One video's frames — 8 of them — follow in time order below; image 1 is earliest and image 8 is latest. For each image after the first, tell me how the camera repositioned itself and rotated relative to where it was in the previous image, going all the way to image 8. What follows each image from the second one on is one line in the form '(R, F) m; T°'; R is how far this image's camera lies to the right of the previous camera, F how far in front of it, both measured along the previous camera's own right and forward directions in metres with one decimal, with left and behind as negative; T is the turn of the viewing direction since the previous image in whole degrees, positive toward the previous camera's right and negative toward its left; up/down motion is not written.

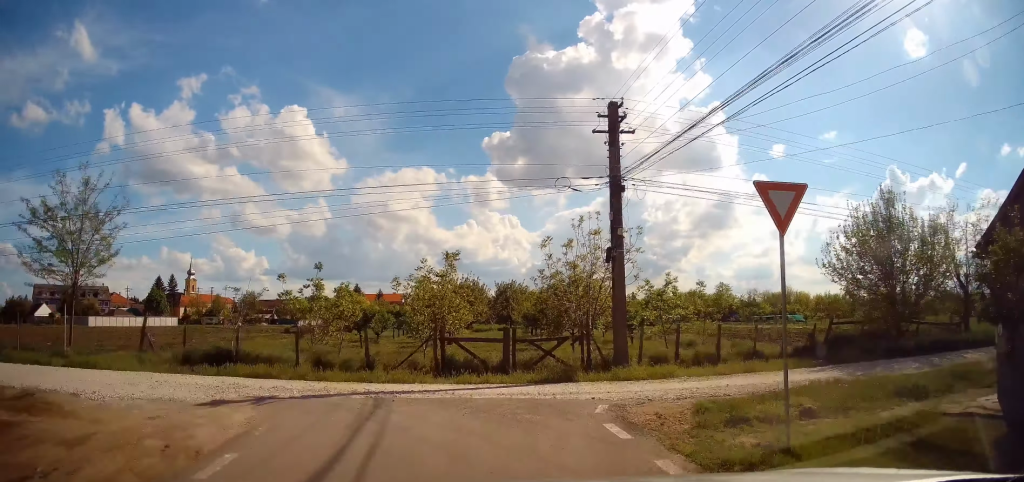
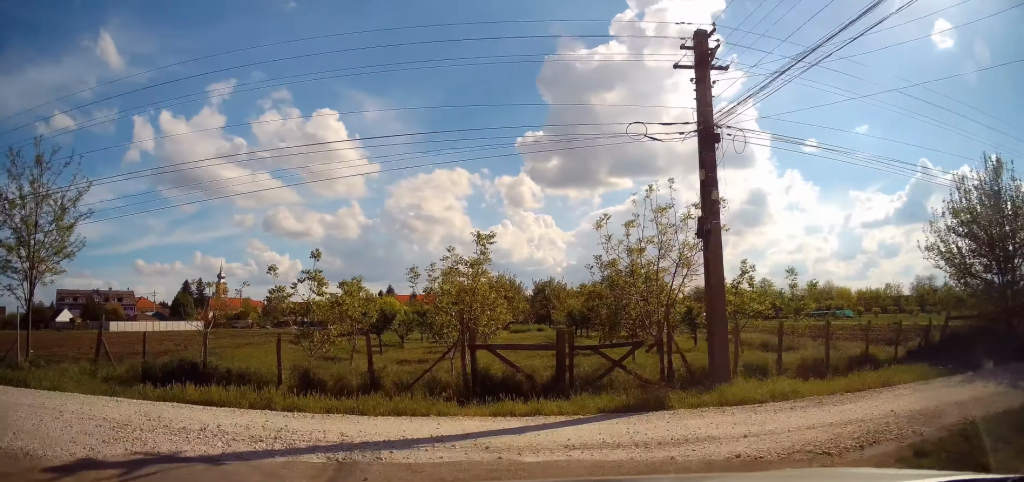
(-0.1, +6.0) m; -6°
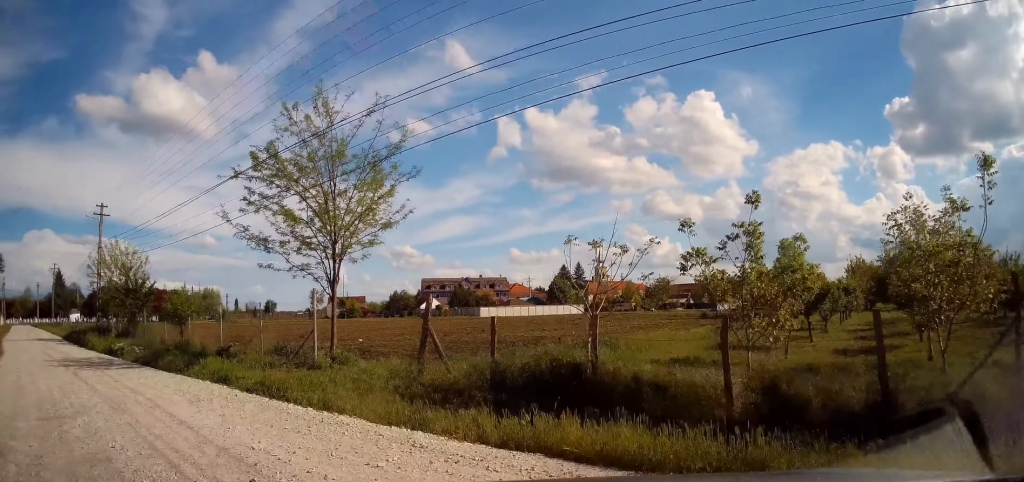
(-2.2, +6.9) m; -49°
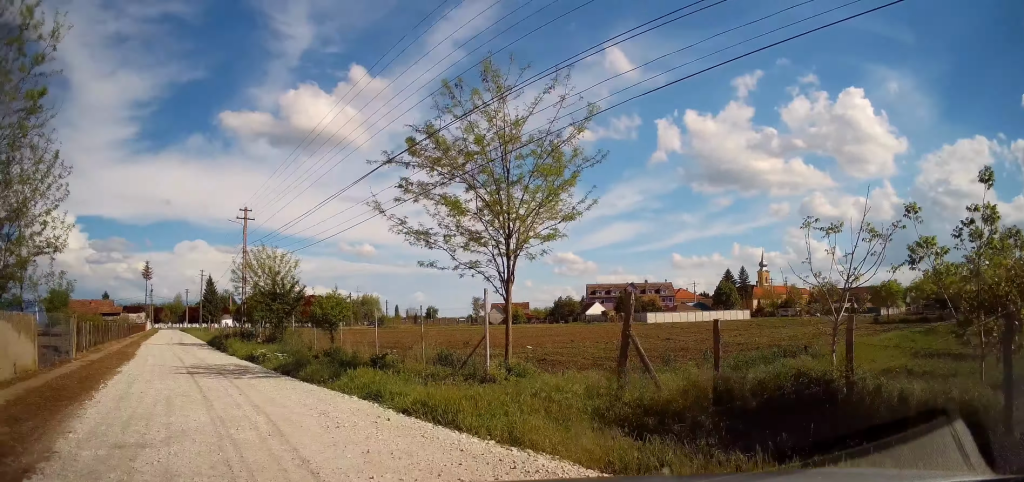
(-0.5, +2.0) m; -16°
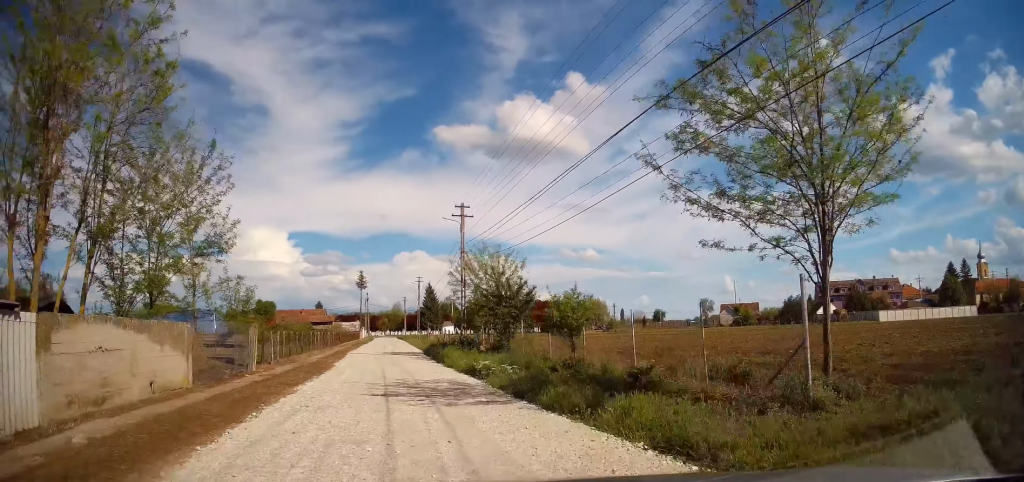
(-0.1, +3.6) m; -10°
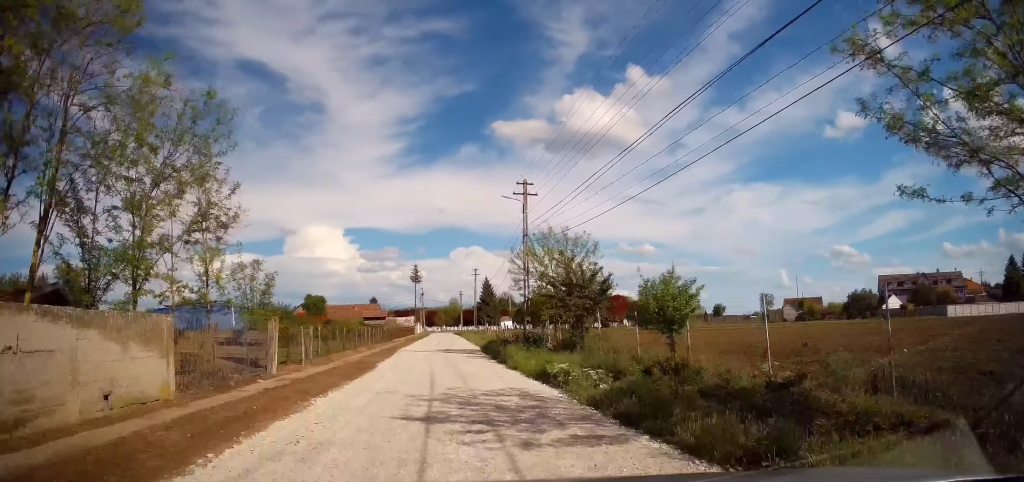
(-0.4, +3.4) m; -7°
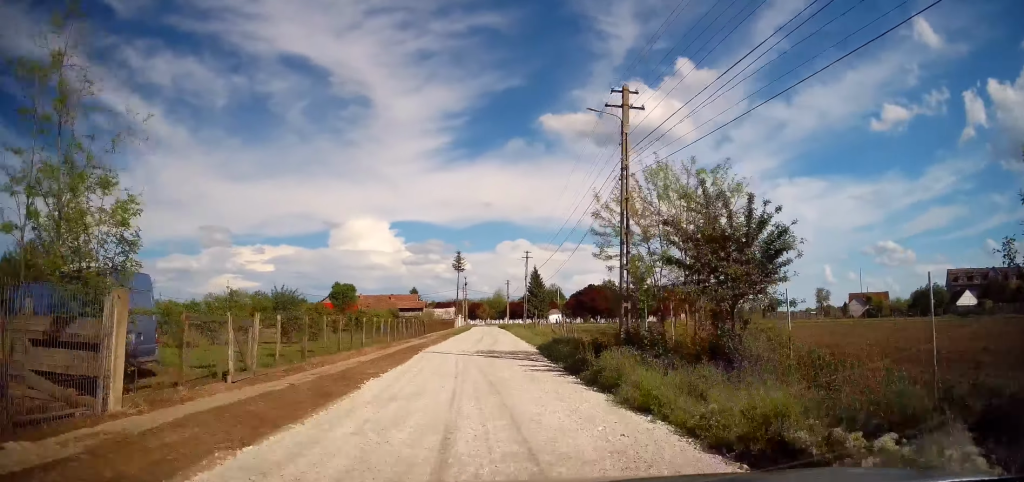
(-0.9, +8.6) m; -7°
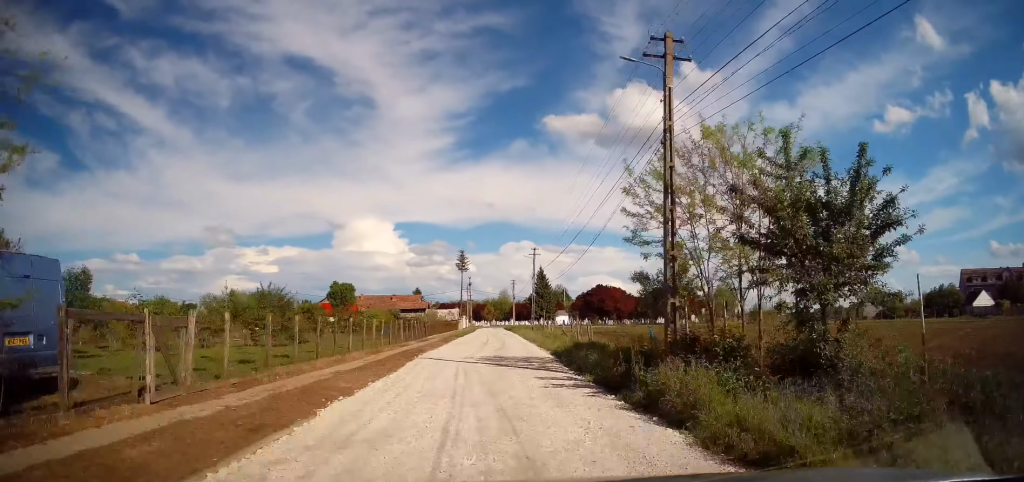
(0.0, +3.2) m; -1°
